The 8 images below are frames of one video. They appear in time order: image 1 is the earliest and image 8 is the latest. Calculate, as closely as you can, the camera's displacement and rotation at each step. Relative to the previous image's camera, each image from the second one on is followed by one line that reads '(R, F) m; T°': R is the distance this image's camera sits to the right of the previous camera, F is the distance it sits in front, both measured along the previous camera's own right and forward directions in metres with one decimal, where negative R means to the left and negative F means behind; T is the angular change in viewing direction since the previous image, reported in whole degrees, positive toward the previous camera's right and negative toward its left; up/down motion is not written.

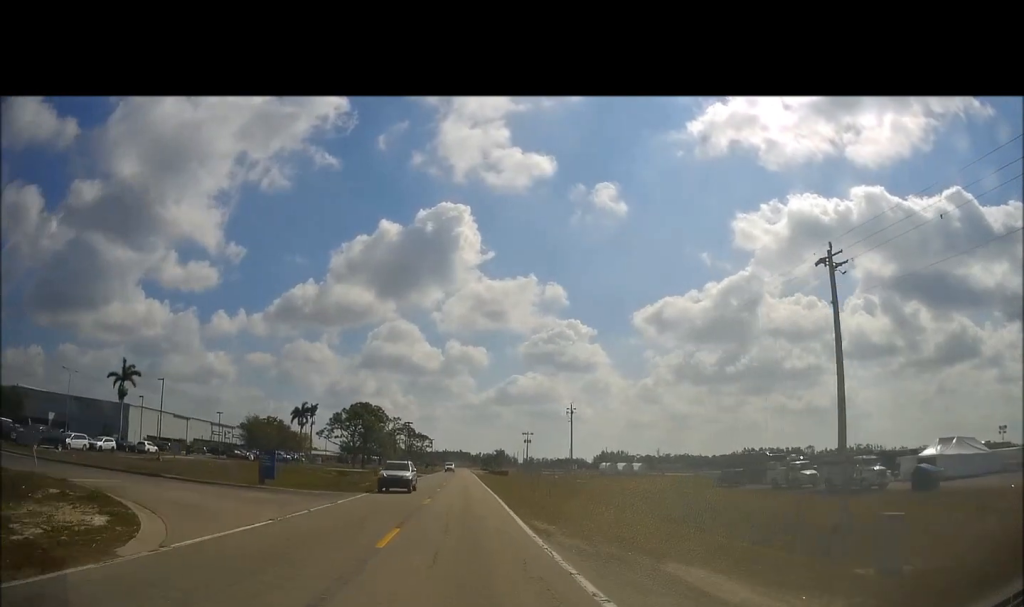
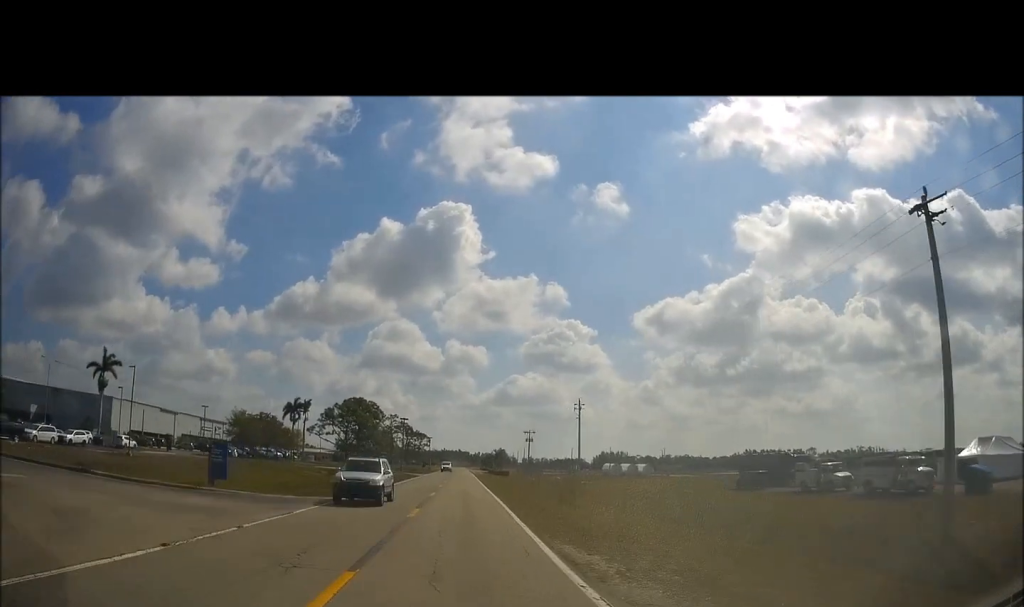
(-0.2, +5.8) m; 0°
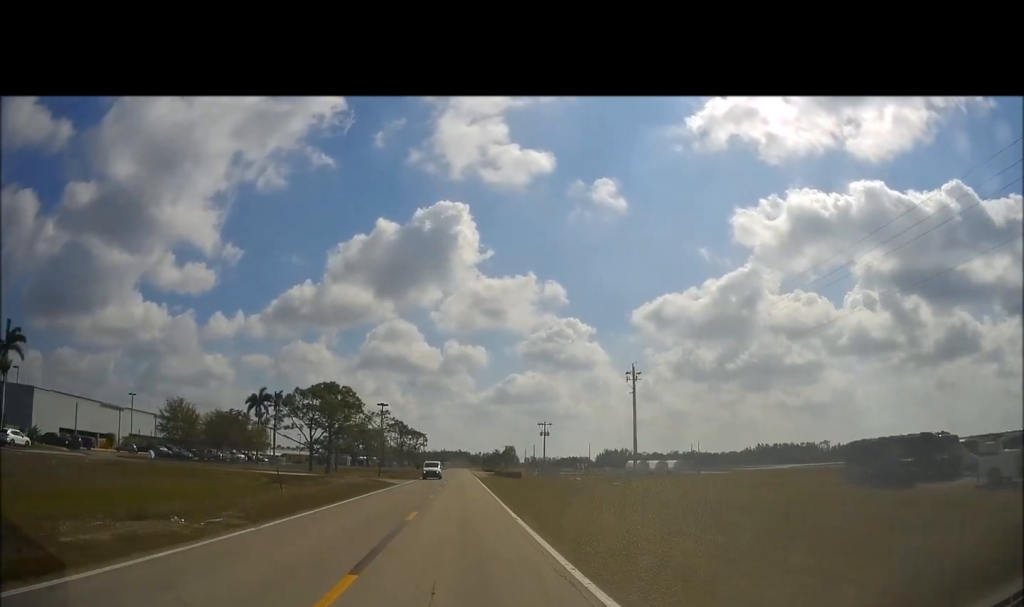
(+0.3, +23.1) m; +2°
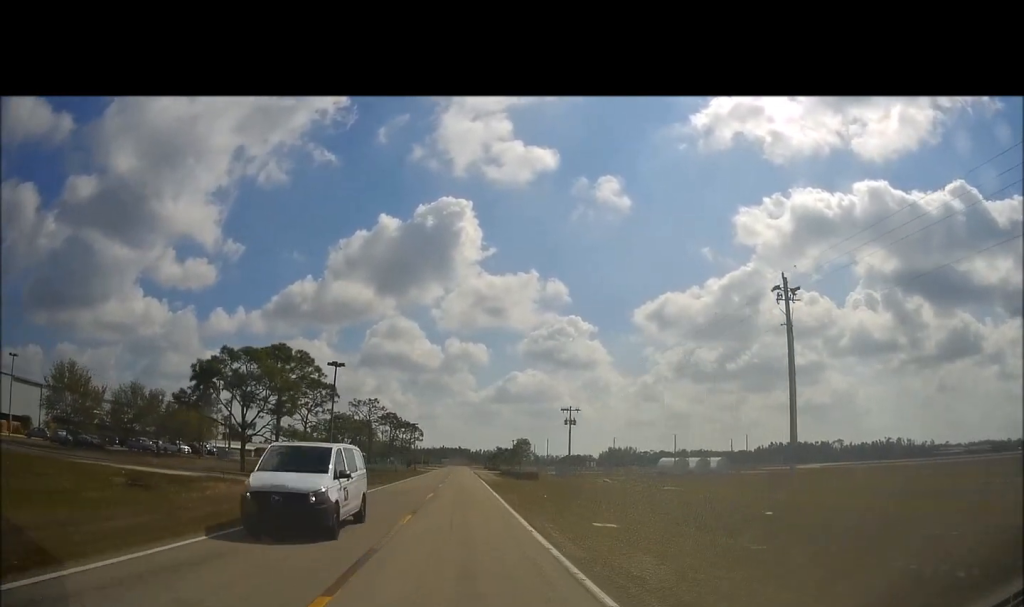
(0.0, +24.4) m; 0°
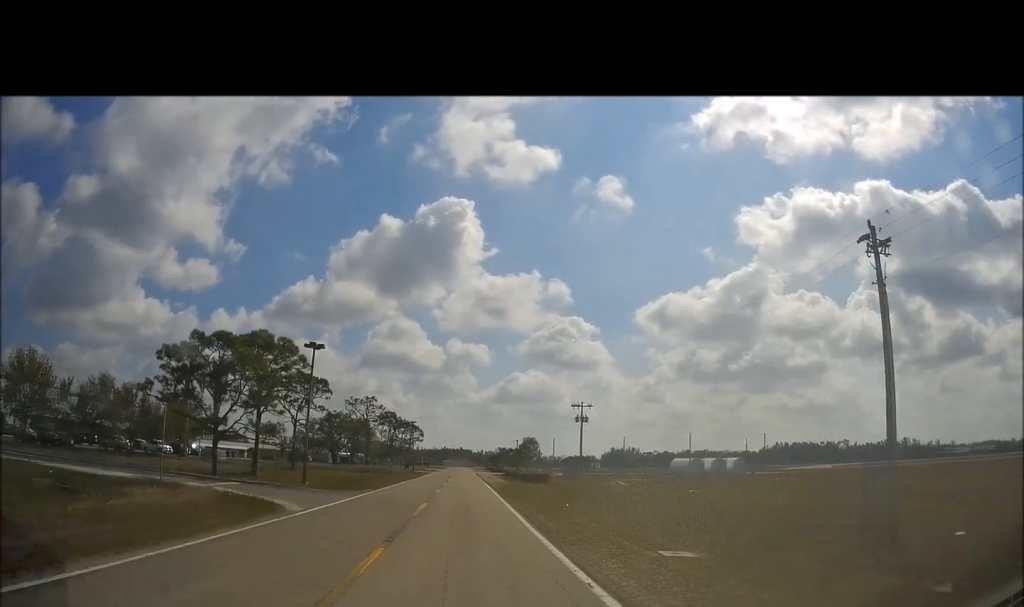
(0.0, +6.7) m; +1°
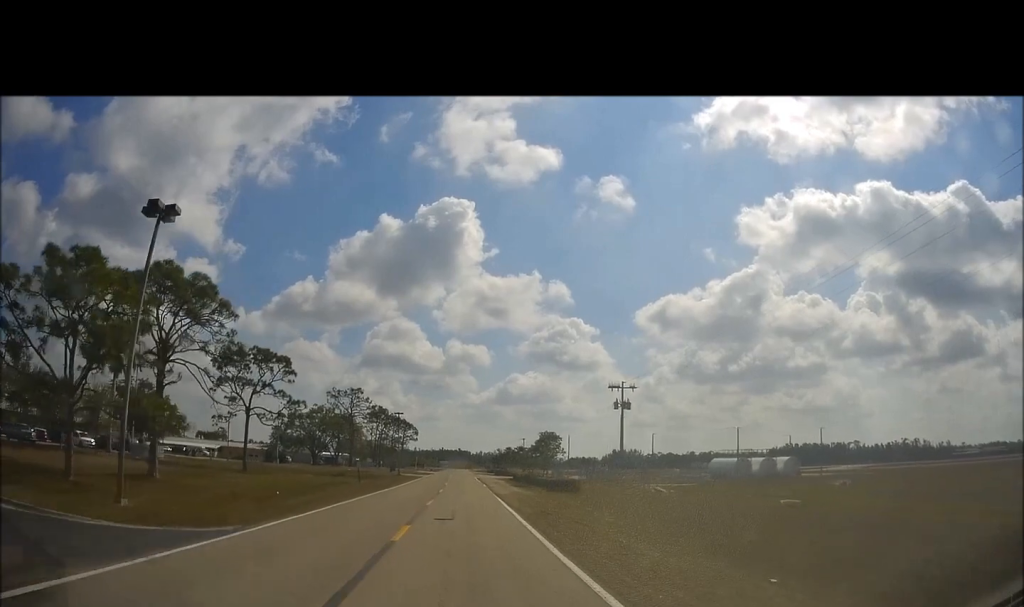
(+0.5, +19.4) m; +3°
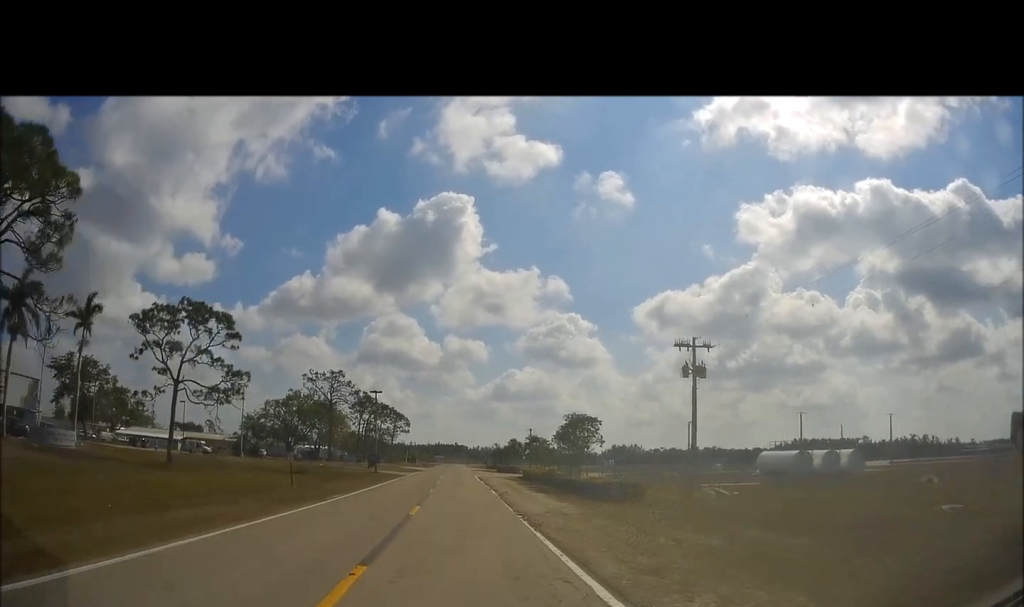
(+0.3, +18.0) m; -1°
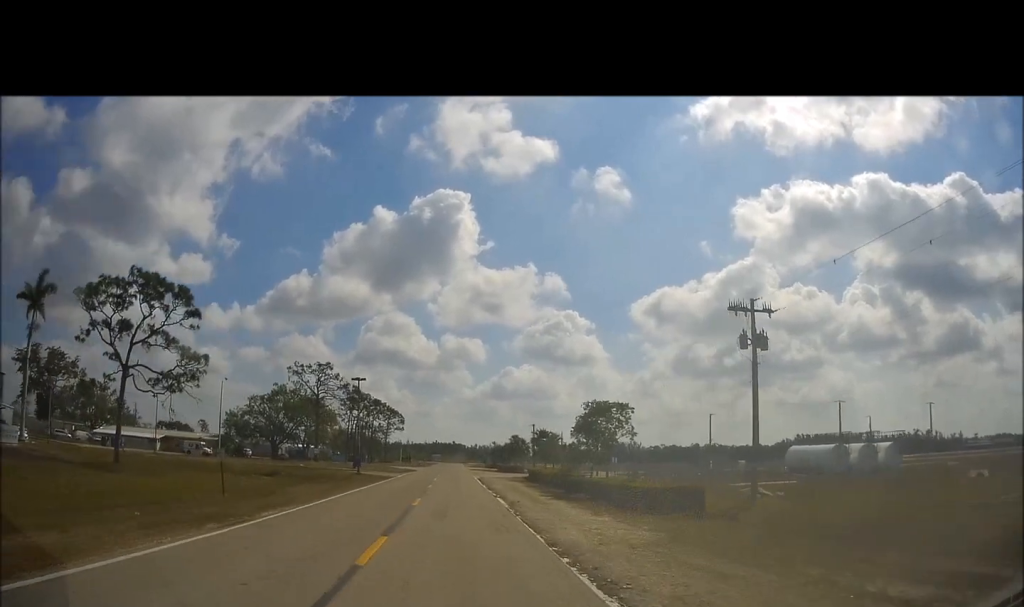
(-0.3, +8.4) m; 0°
